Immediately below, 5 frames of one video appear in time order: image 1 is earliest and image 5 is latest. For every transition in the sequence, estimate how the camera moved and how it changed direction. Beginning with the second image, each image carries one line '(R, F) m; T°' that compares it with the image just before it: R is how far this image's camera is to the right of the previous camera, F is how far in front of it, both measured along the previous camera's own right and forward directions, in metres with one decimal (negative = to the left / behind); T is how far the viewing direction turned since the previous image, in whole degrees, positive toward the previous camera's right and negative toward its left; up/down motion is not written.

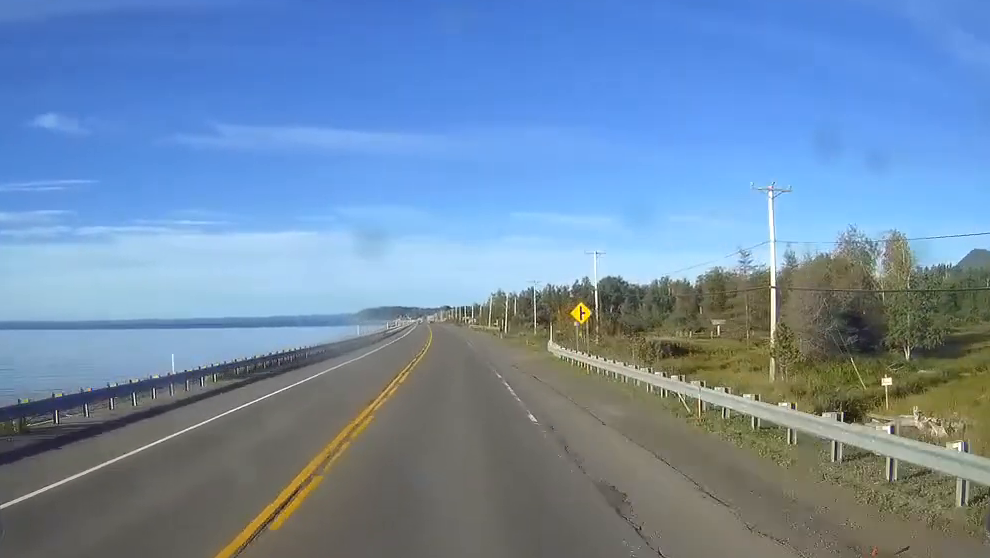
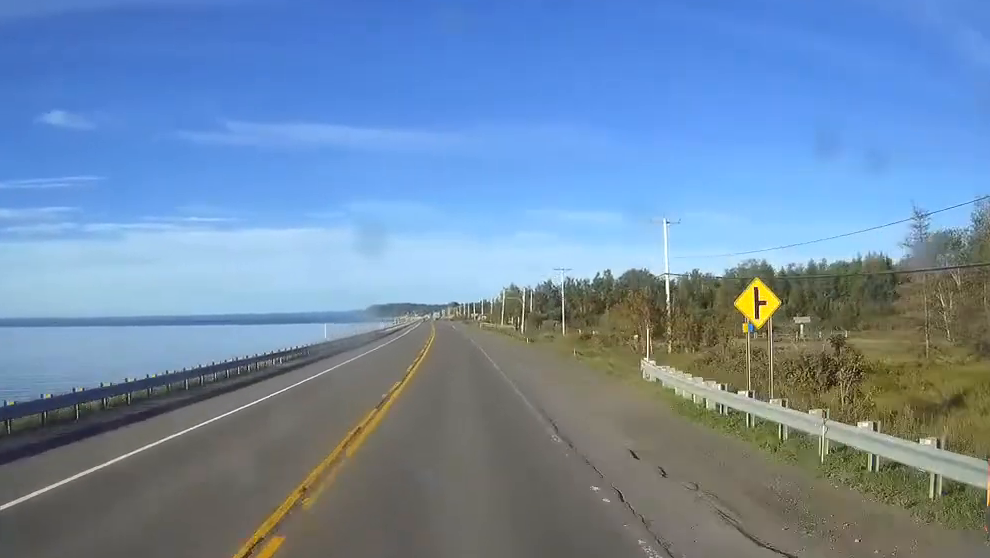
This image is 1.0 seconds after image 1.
(-0.1, +27.2) m; -1°
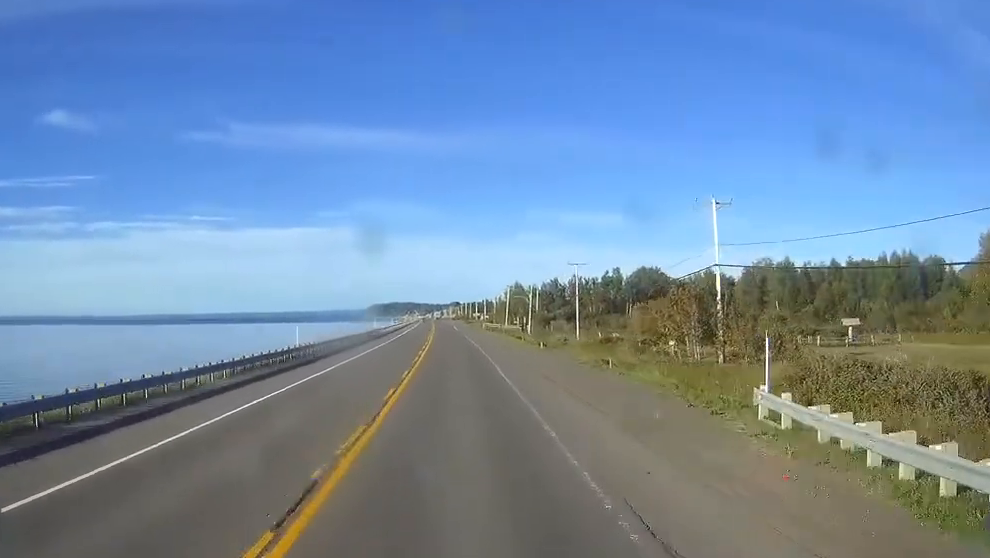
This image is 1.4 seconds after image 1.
(0.0, +11.9) m; 0°
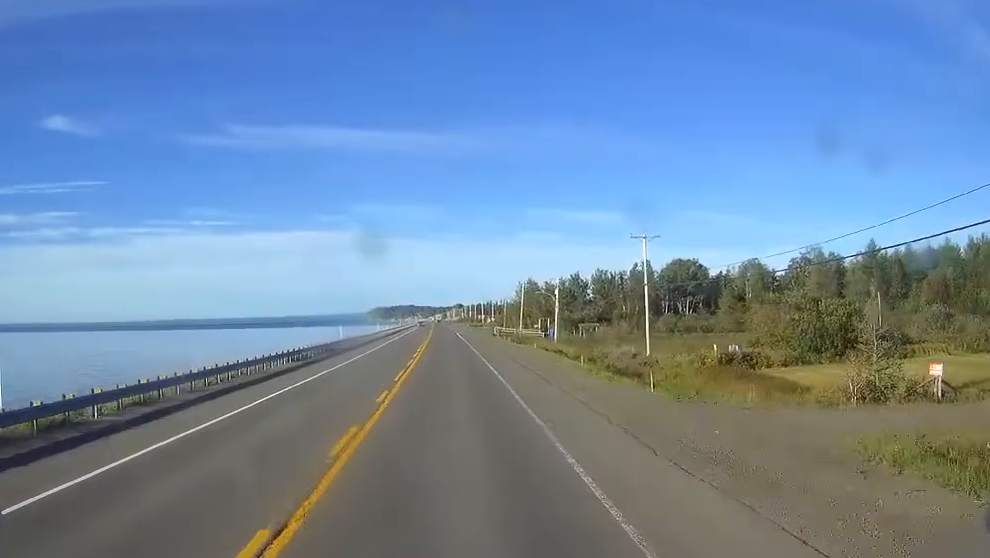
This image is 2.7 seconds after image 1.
(-0.2, +36.2) m; 0°
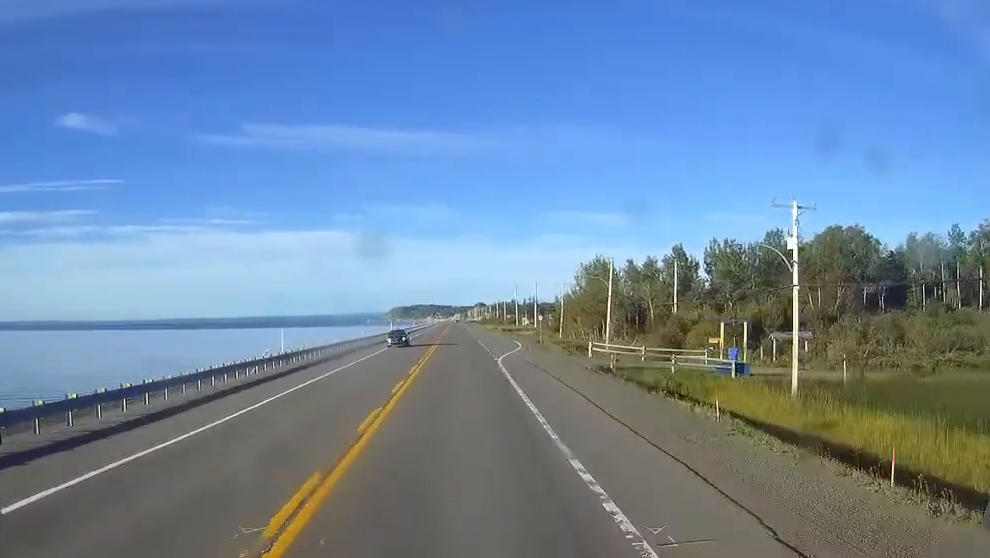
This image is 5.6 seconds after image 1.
(-0.1, +80.8) m; 0°
